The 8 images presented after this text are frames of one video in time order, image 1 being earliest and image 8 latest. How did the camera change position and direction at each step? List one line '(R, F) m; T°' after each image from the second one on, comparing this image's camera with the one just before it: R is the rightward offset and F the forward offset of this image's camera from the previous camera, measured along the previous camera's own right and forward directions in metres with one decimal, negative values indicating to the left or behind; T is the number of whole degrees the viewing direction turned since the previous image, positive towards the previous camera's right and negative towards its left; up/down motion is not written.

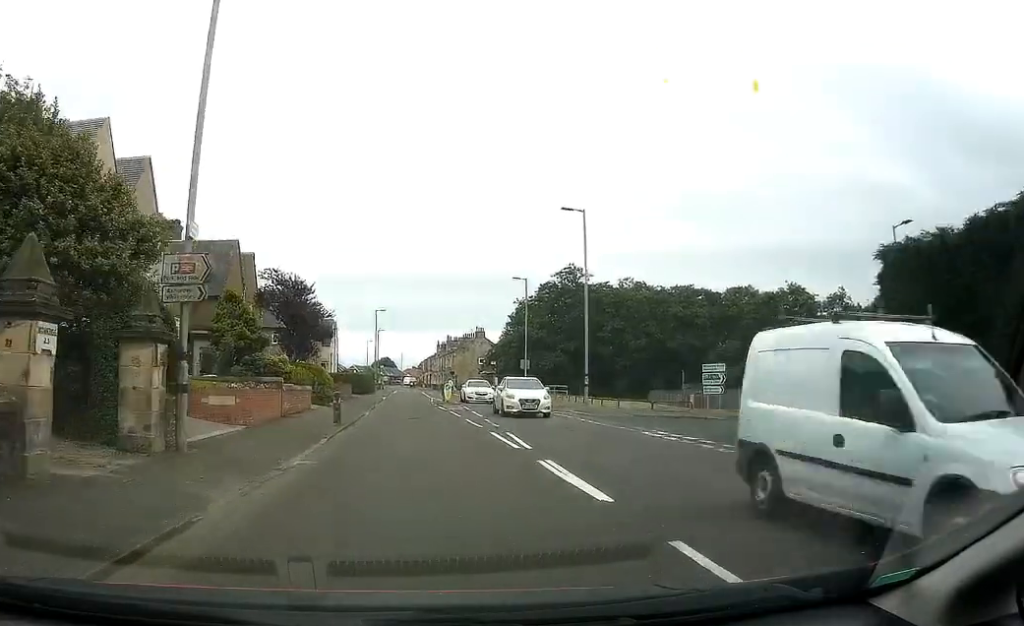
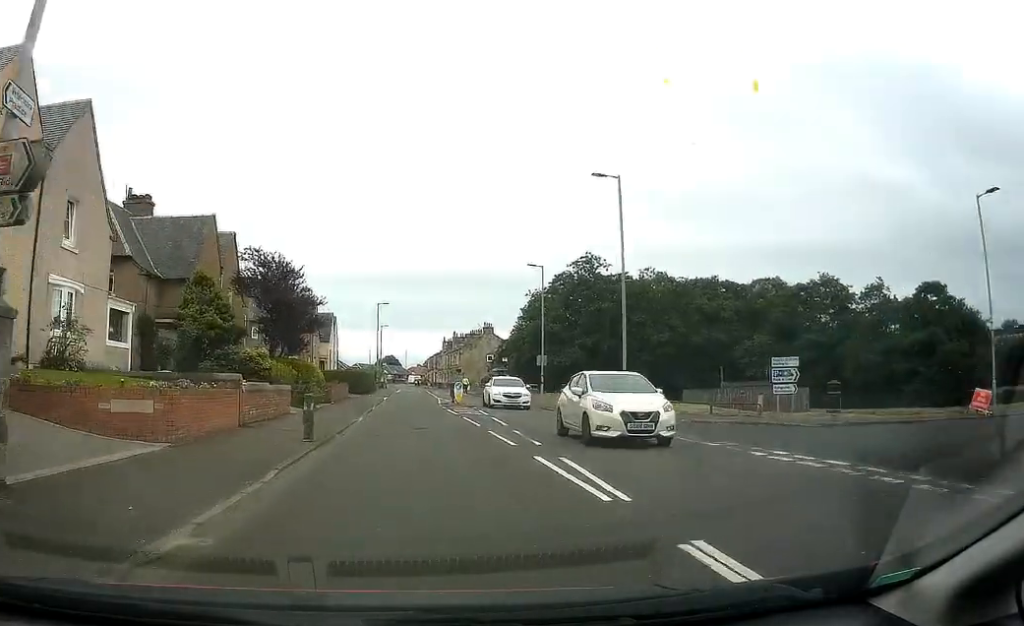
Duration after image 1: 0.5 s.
(-0.1, +5.8) m; -1°
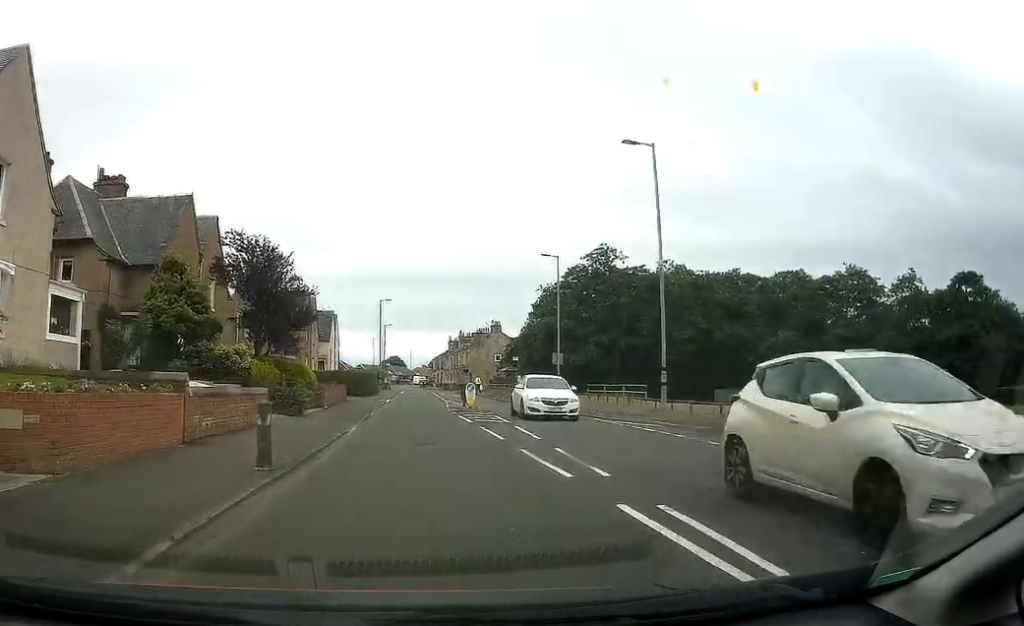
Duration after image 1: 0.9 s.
(0.0, +4.6) m; -1°
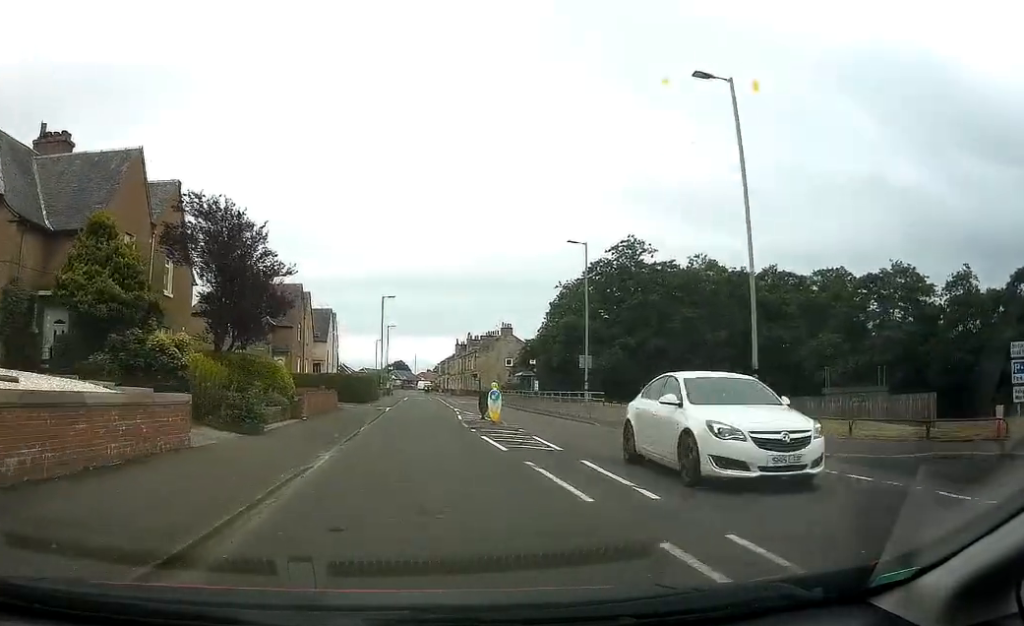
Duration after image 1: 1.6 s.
(-0.1, +7.3) m; 0°
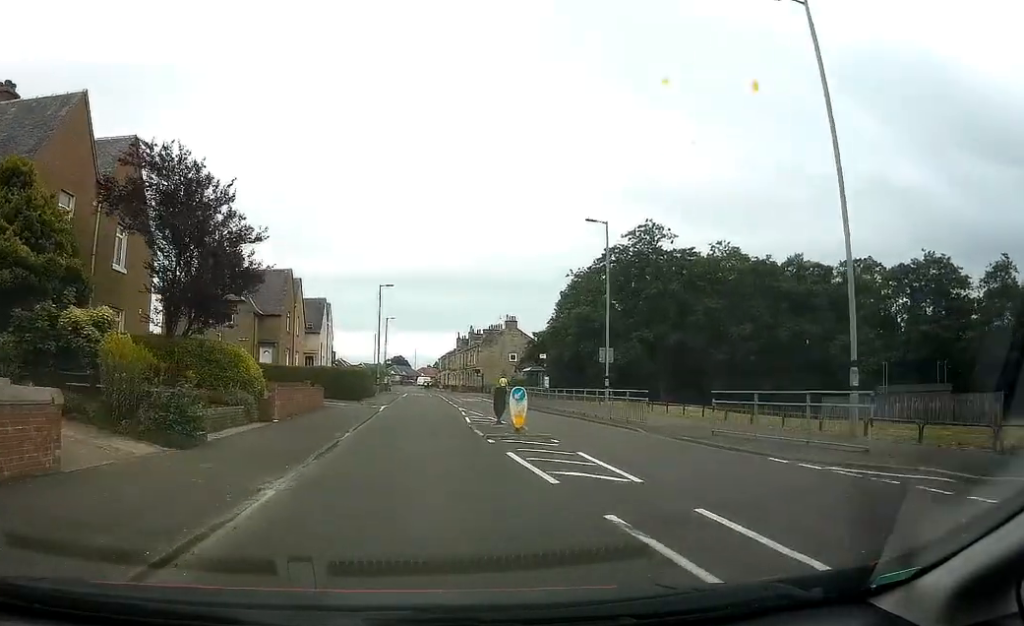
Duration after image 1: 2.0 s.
(0.0, +5.0) m; 0°
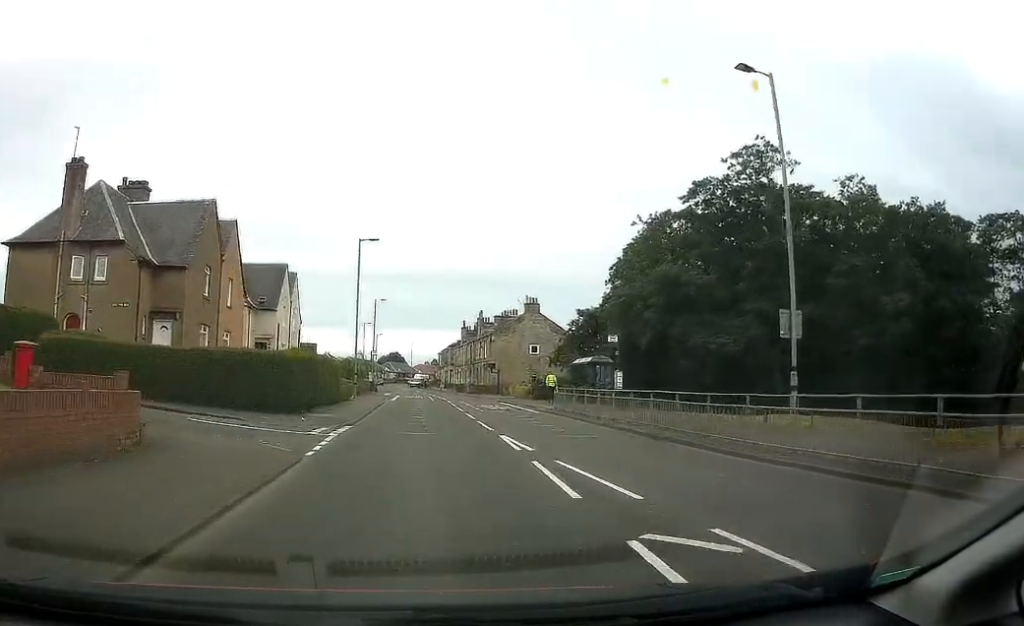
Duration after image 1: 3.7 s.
(+0.2, +19.9) m; 0°
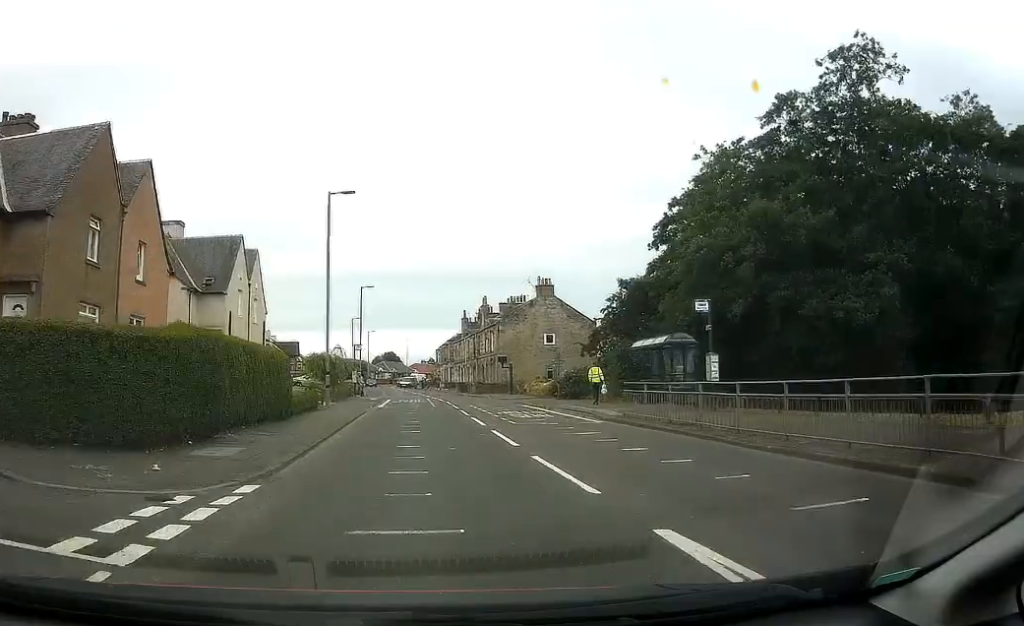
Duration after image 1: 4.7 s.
(-0.2, +11.8) m; +1°
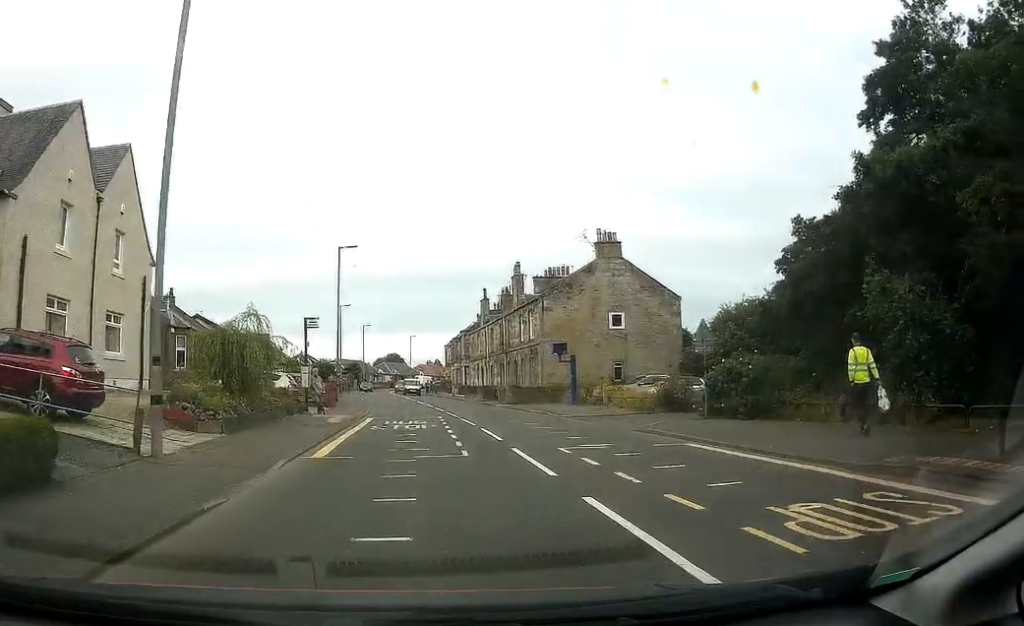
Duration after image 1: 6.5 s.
(+0.5, +21.6) m; +1°
